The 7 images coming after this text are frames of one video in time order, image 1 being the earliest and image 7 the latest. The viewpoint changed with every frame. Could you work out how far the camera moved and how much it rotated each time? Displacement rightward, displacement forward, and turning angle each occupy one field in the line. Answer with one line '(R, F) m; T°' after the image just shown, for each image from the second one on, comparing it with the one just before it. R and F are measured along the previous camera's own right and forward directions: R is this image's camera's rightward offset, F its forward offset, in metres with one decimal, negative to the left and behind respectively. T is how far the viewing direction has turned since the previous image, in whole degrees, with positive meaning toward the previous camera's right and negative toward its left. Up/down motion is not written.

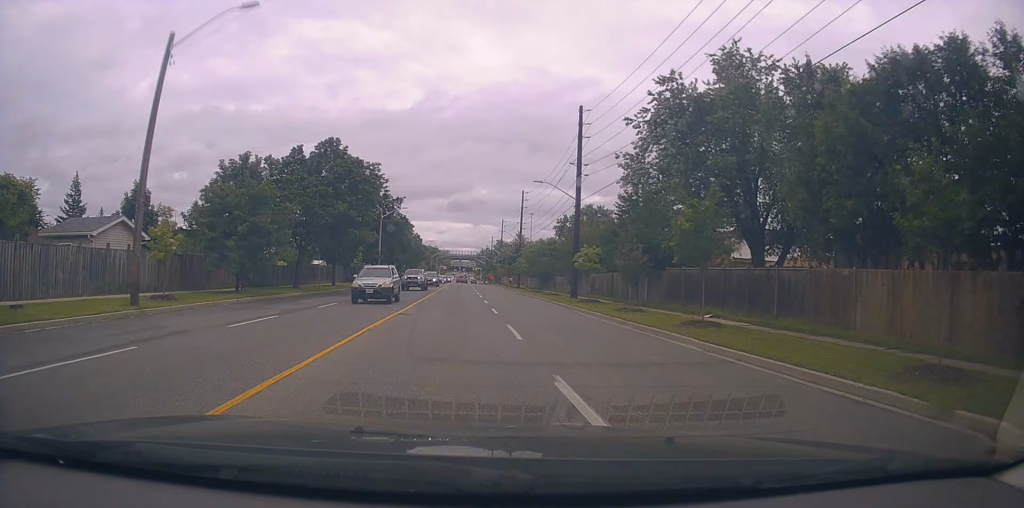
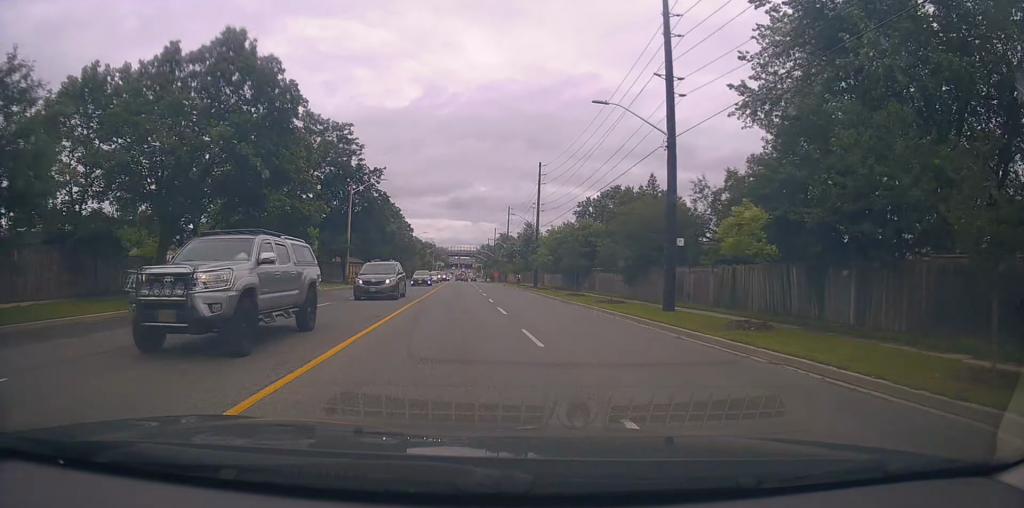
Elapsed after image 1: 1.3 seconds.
(+0.3, +19.5) m; +1°
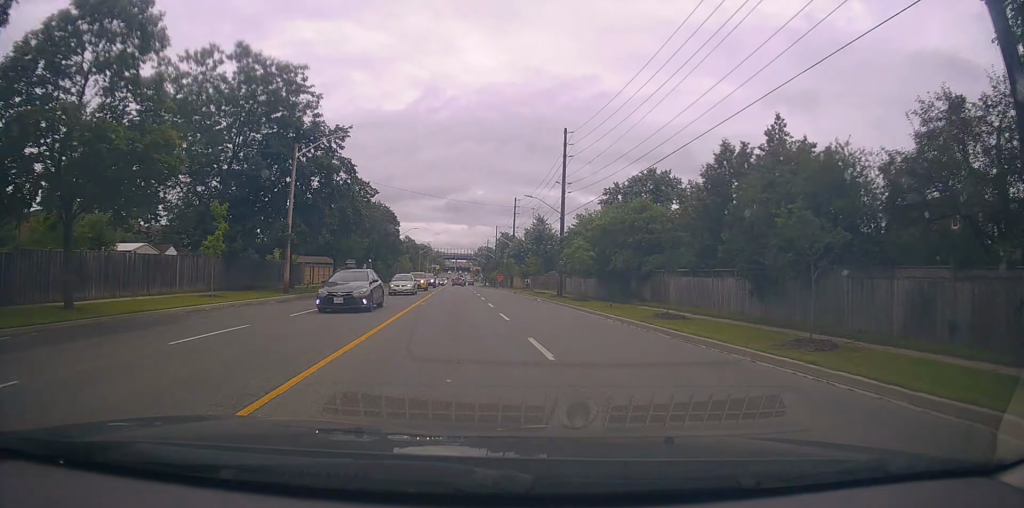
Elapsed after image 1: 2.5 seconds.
(-0.1, +17.6) m; +1°
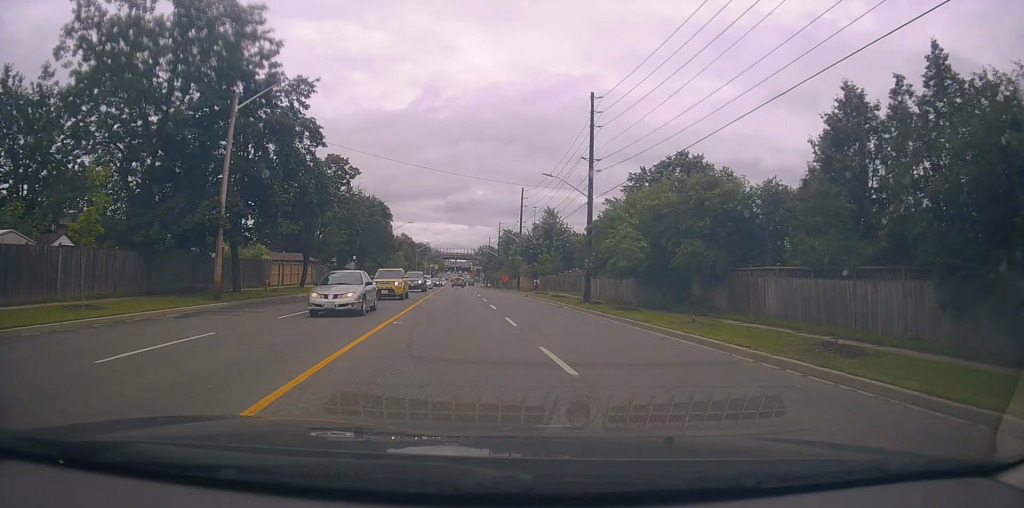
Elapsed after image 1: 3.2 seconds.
(+0.2, +10.3) m; +1°
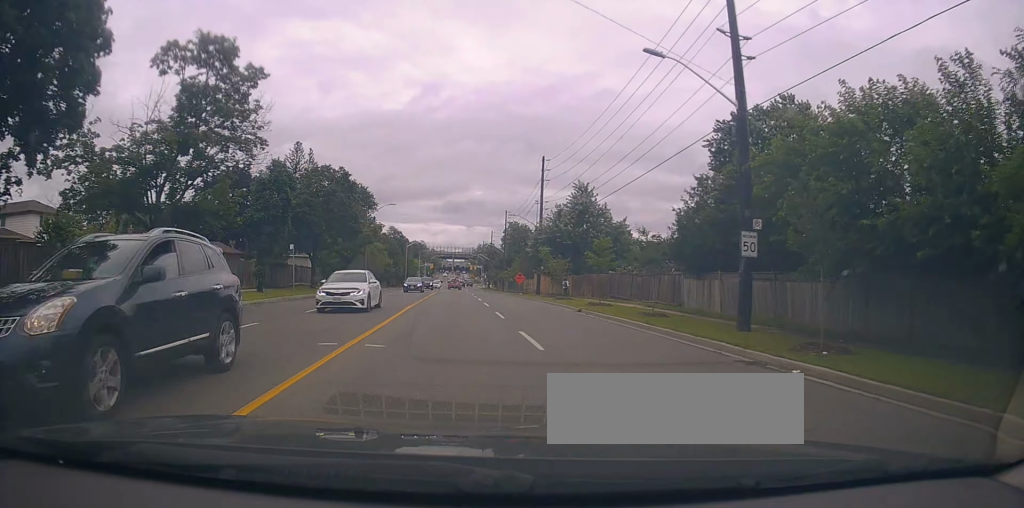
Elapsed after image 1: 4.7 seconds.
(0.0, +21.9) m; -1°
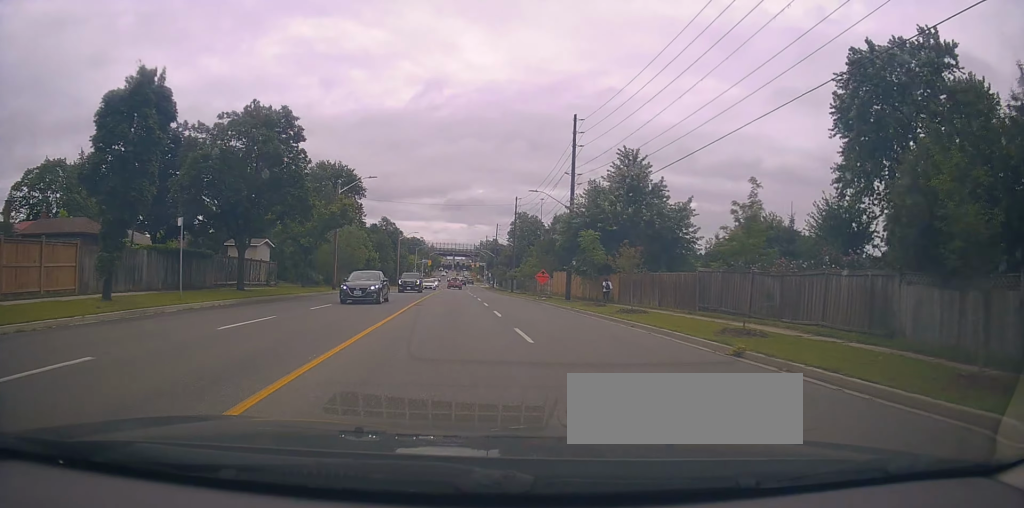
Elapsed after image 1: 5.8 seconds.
(-0.2, +16.1) m; 0°
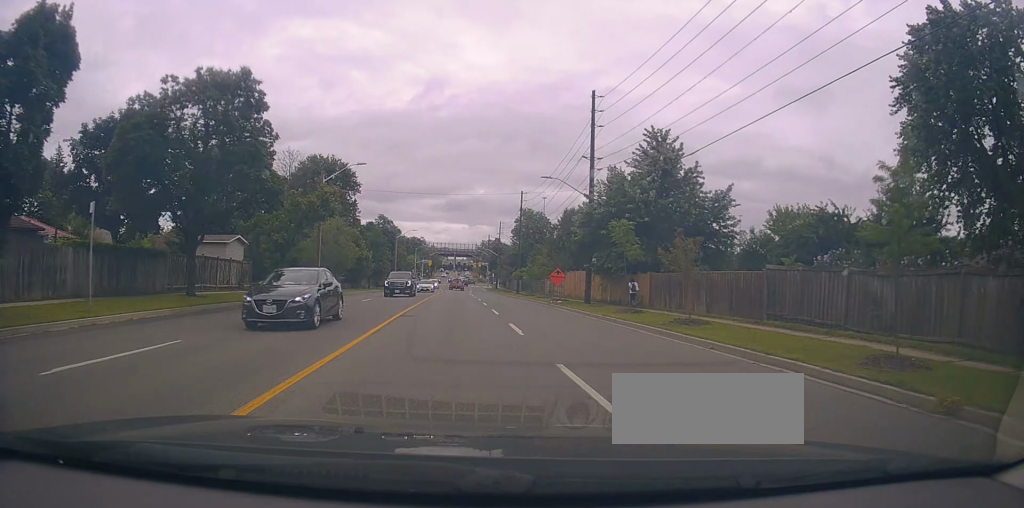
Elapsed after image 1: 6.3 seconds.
(+0.1, +6.3) m; +1°
